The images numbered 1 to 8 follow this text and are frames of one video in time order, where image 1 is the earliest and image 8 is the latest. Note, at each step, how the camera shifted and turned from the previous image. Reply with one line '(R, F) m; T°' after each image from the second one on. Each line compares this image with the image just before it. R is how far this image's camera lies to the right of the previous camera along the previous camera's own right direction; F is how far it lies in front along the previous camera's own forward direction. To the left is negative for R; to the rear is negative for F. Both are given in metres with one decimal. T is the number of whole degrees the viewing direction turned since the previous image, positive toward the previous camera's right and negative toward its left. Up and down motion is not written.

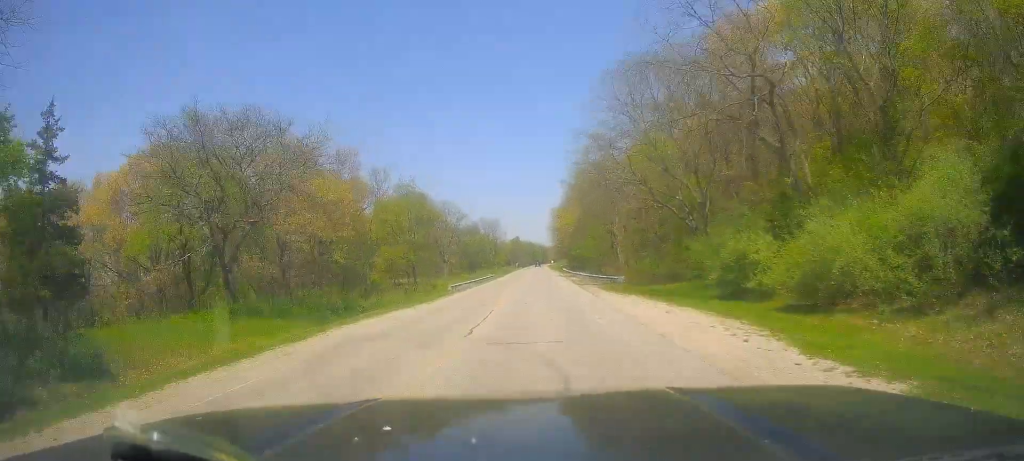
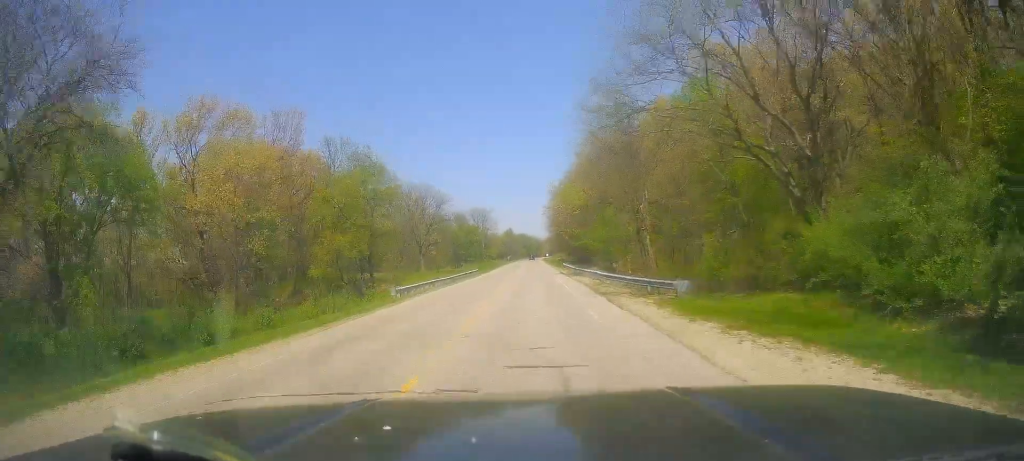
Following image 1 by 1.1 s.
(-0.1, +18.1) m; -1°
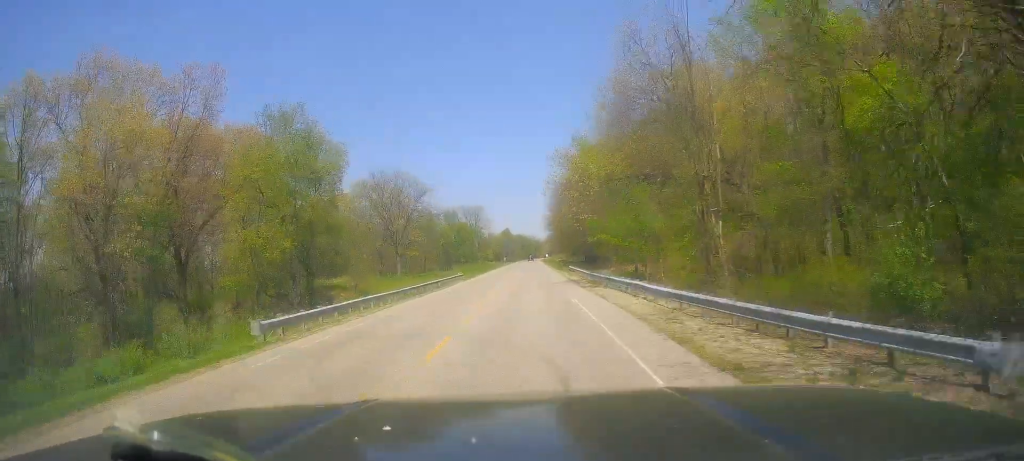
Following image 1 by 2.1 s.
(-0.1, +16.6) m; -1°
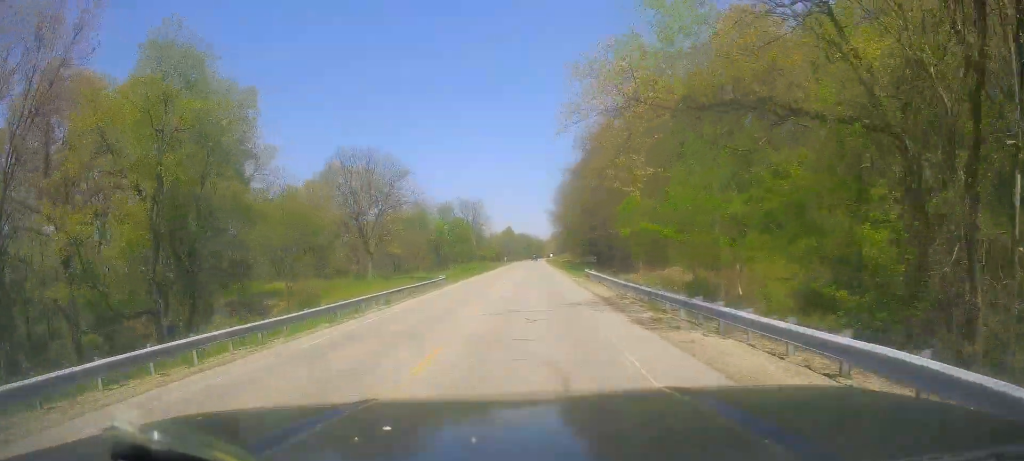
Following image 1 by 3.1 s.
(-0.1, +16.8) m; 0°
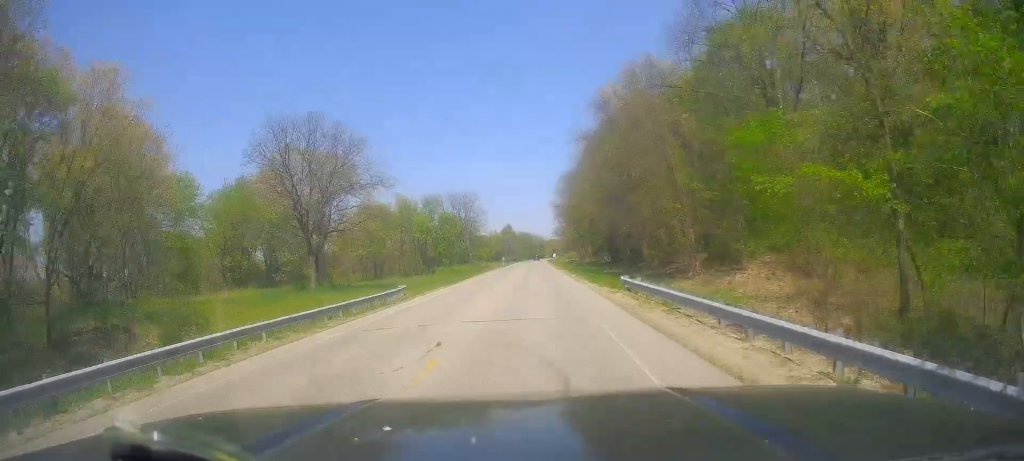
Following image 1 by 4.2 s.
(0.0, +18.5) m; +2°
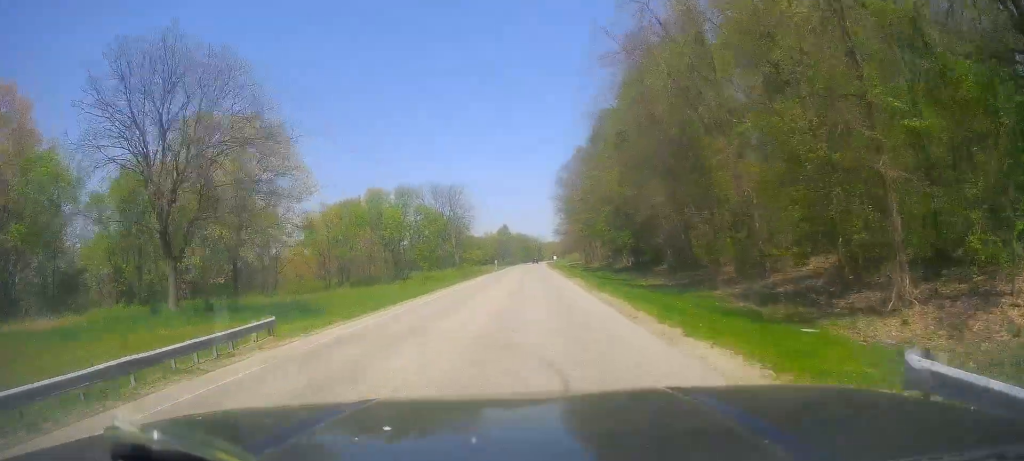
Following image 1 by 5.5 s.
(+0.7, +21.4) m; +1°
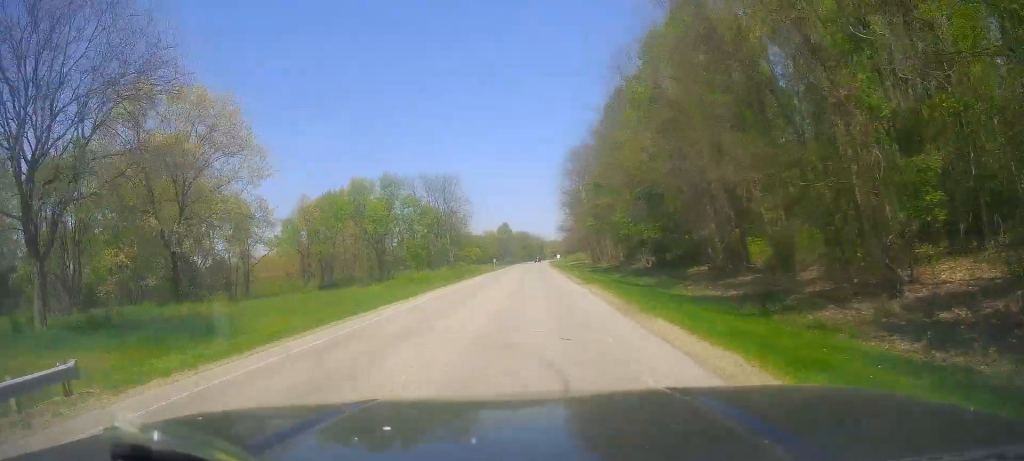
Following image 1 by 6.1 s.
(-0.4, +10.7) m; -1°
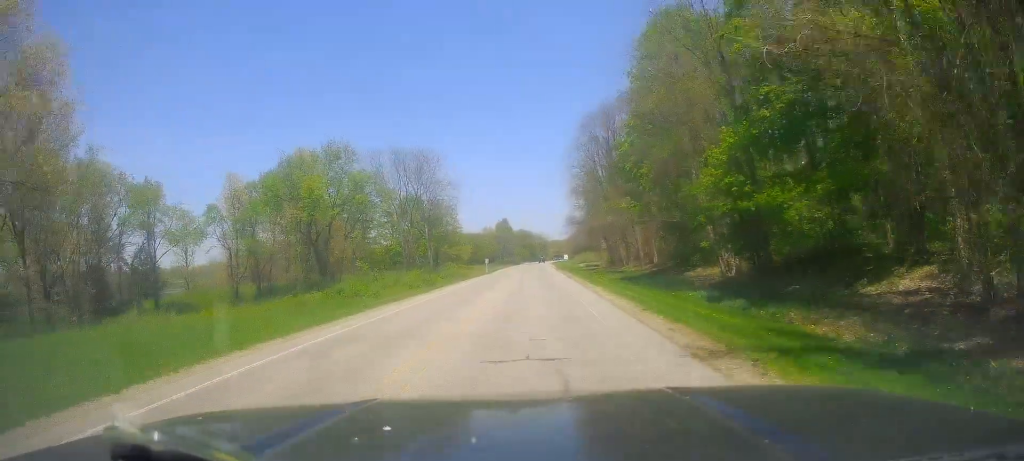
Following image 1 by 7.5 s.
(-0.2, +24.0) m; -1°
